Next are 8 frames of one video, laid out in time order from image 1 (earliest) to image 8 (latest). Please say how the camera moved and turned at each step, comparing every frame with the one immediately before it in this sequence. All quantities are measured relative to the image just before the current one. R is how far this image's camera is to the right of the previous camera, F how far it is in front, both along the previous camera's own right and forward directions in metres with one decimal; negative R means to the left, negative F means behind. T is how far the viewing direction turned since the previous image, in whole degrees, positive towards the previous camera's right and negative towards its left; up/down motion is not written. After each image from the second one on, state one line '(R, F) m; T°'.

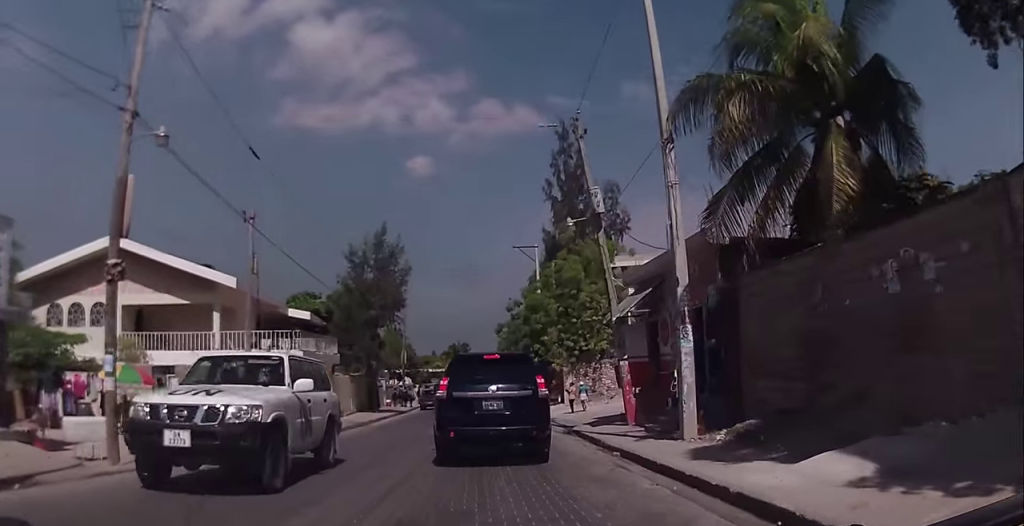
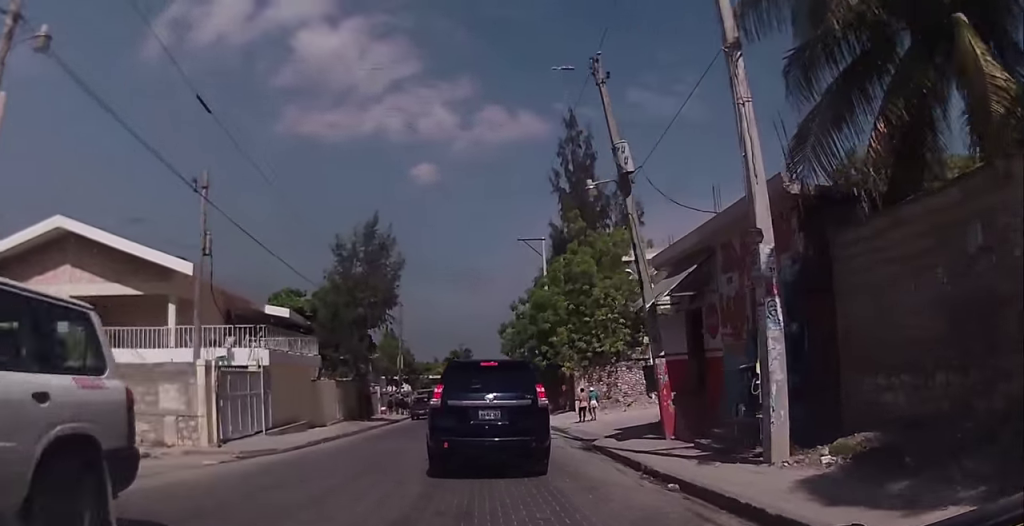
(0.0, +4.2) m; 0°
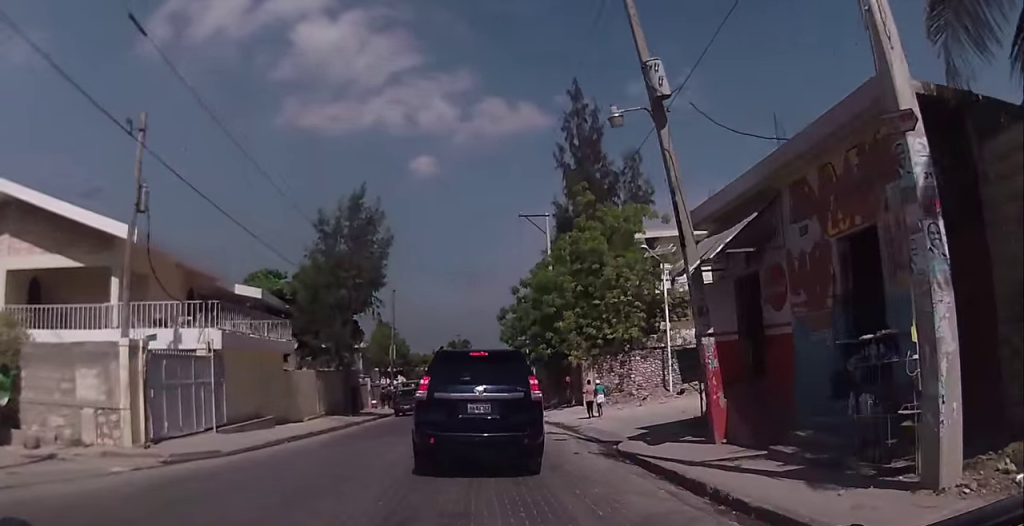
(+0.1, +3.9) m; -1°
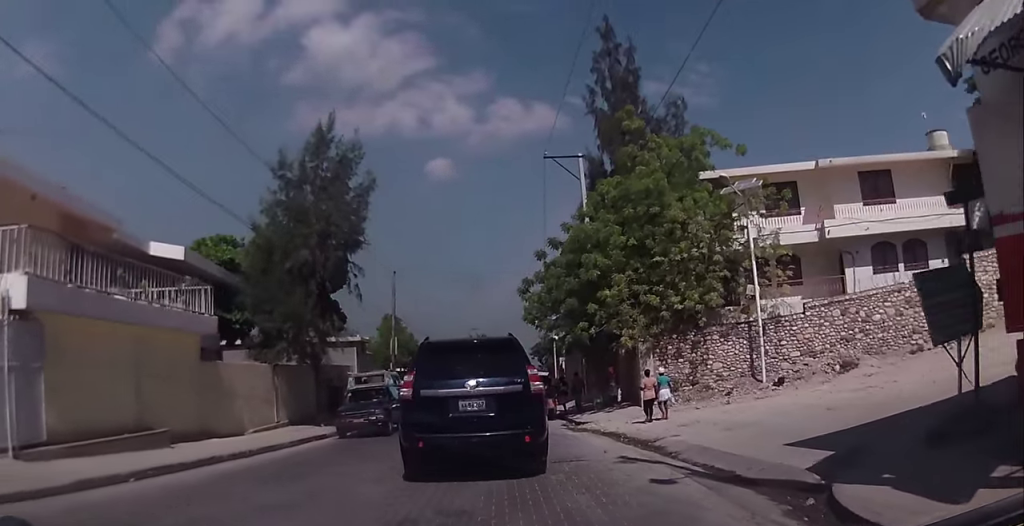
(-0.6, +9.6) m; -6°
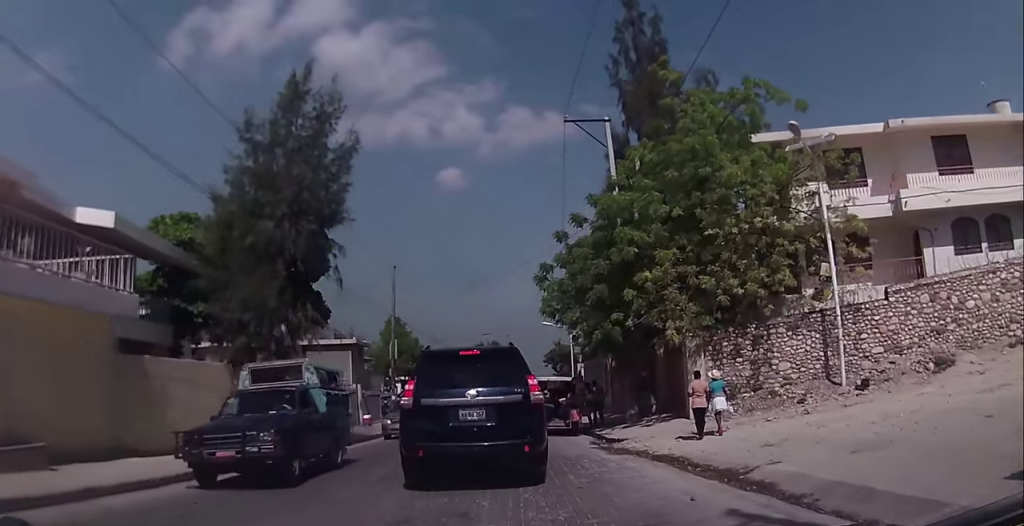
(-0.2, +5.0) m; +1°
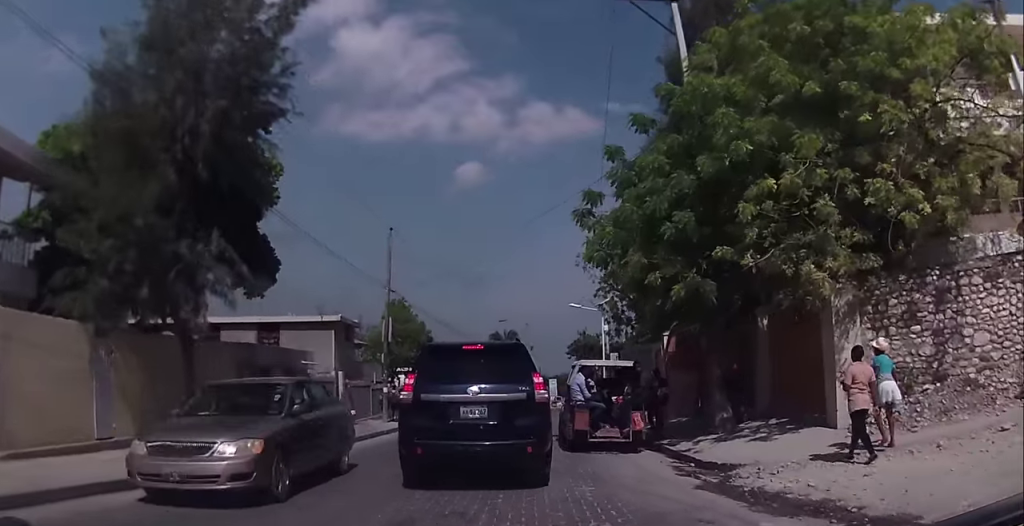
(+0.3, +7.4) m; +1°
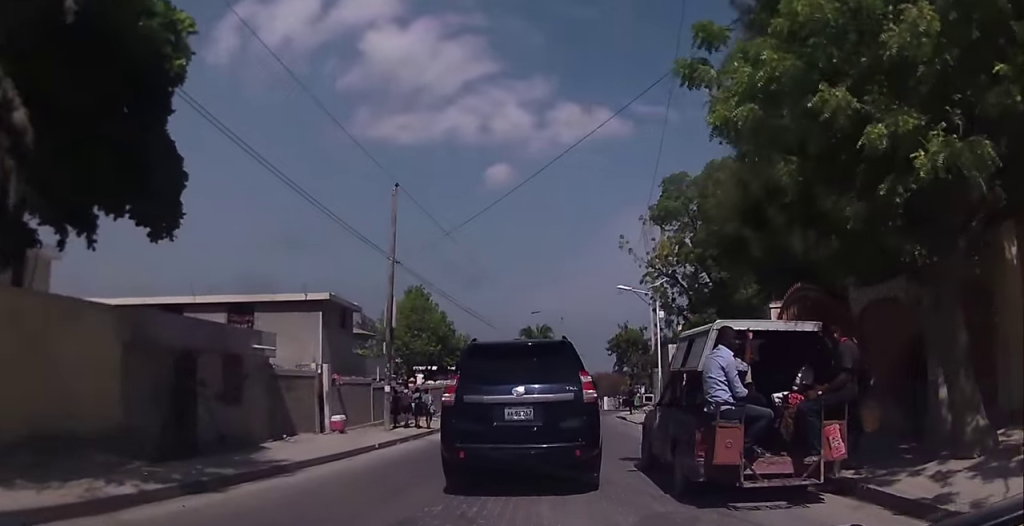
(-0.1, +7.2) m; -1°
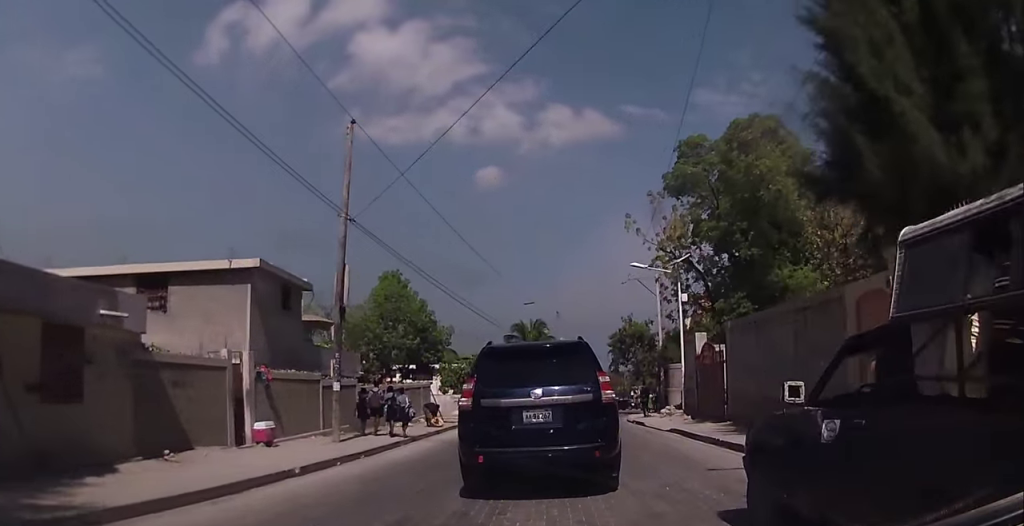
(0.0, +6.3) m; 0°
